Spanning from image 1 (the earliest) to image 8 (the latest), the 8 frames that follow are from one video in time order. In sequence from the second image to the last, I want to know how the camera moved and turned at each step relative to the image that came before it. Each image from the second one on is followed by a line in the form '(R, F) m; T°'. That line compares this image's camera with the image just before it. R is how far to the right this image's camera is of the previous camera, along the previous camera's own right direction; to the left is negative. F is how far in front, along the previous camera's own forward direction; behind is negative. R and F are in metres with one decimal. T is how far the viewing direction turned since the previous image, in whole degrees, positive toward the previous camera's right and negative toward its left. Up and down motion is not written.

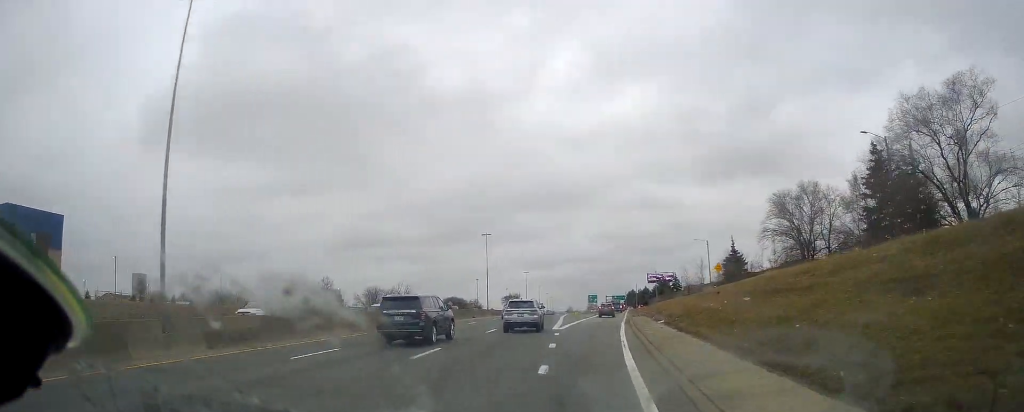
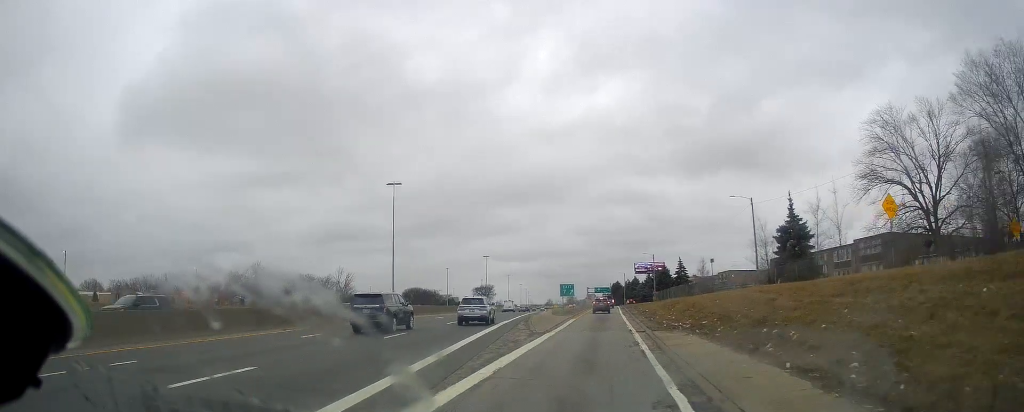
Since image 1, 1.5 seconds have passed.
(+0.6, +39.6) m; 0°
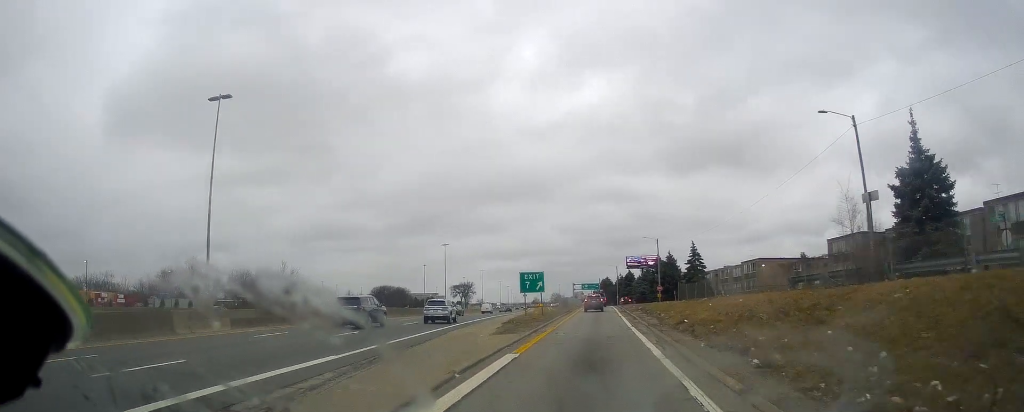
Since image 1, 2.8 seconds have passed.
(-0.2, +29.3) m; +1°
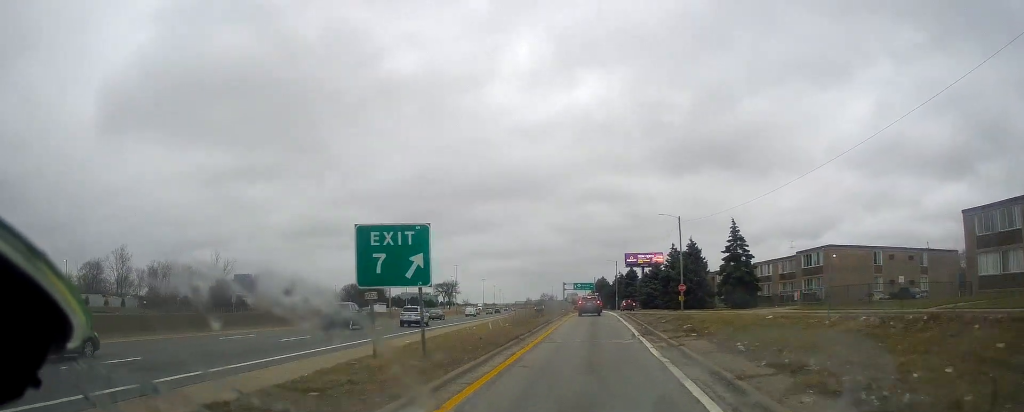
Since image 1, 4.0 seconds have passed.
(+0.7, +29.0) m; +2°
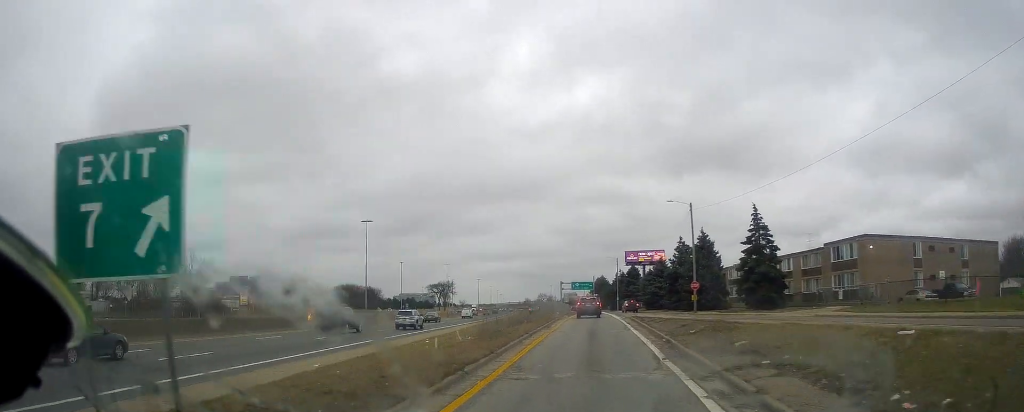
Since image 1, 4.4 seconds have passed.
(+0.1, +9.1) m; 0°
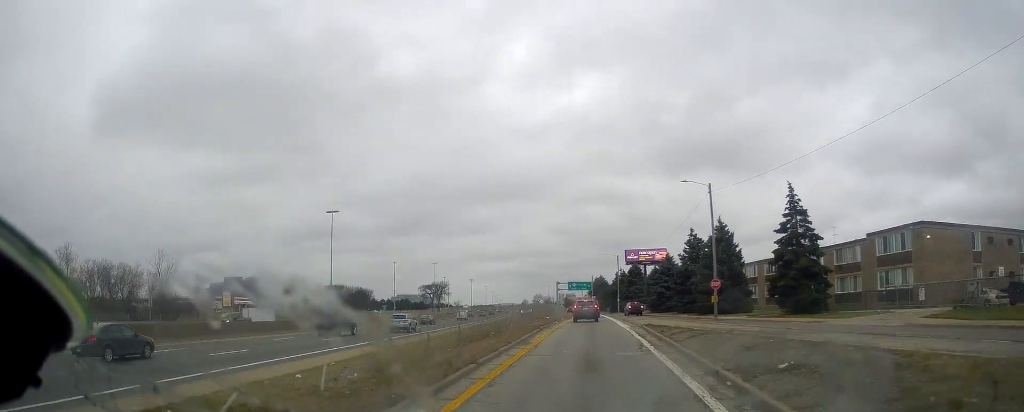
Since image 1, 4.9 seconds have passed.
(0.0, +10.3) m; 0°
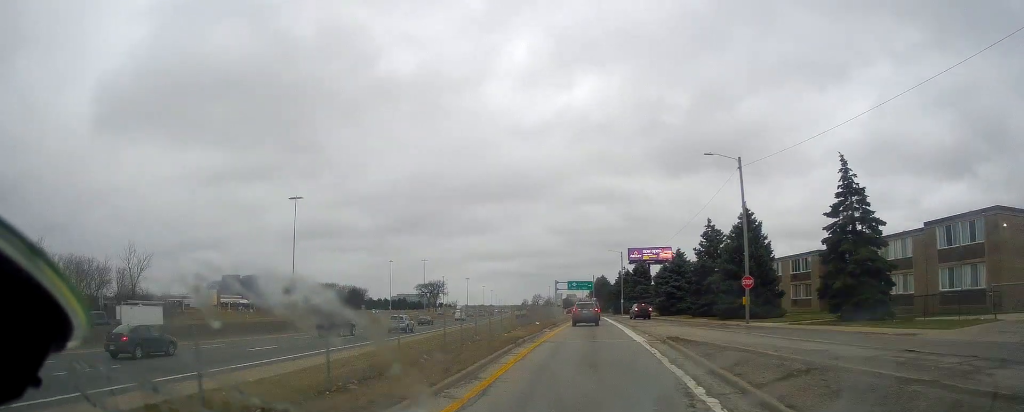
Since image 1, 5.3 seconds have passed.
(0.0, +9.5) m; 0°
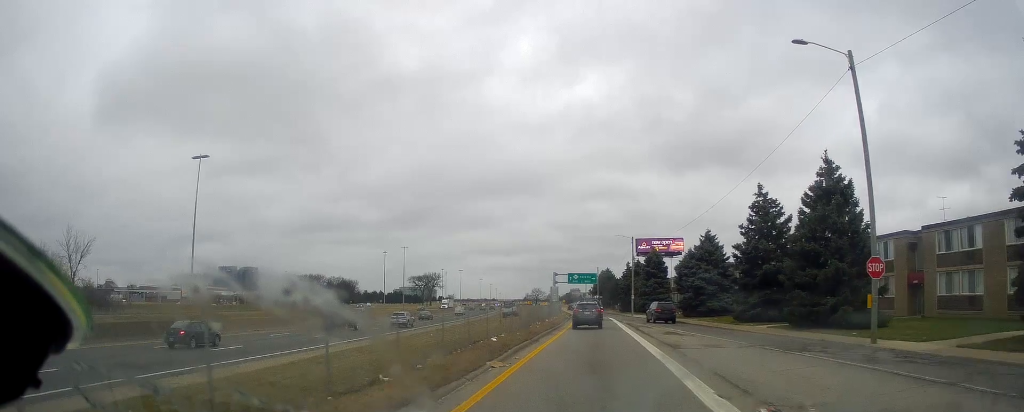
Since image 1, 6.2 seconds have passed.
(-0.2, +17.6) m; 0°
